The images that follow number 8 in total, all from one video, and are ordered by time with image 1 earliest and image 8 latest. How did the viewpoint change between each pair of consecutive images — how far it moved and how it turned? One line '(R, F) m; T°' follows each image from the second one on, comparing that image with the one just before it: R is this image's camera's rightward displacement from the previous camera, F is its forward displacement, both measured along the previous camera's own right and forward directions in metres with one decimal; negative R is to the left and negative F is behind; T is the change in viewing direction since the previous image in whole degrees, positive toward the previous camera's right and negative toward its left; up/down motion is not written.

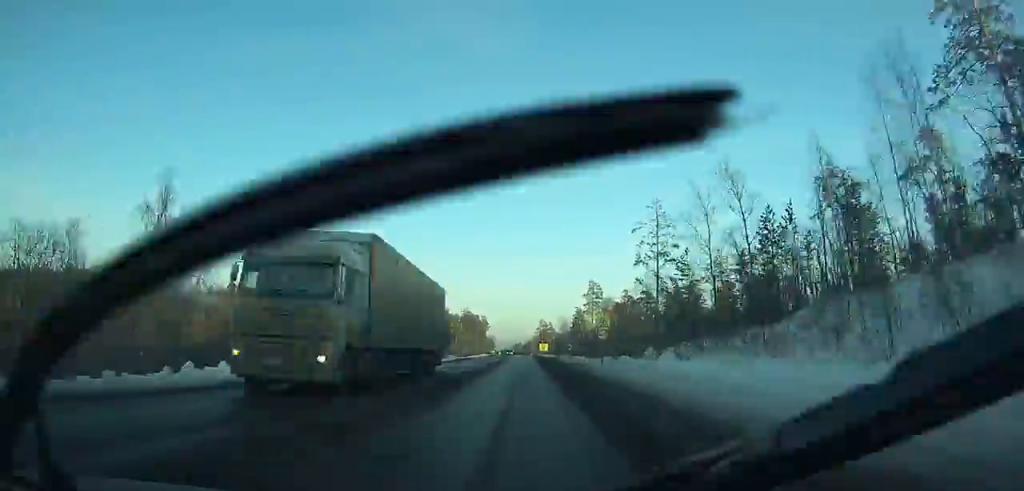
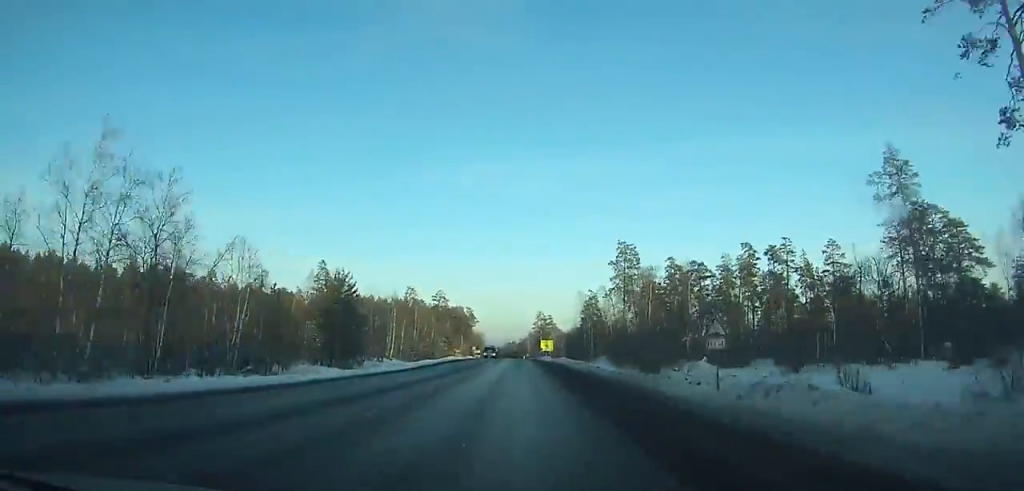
(+0.1, +67.8) m; 0°
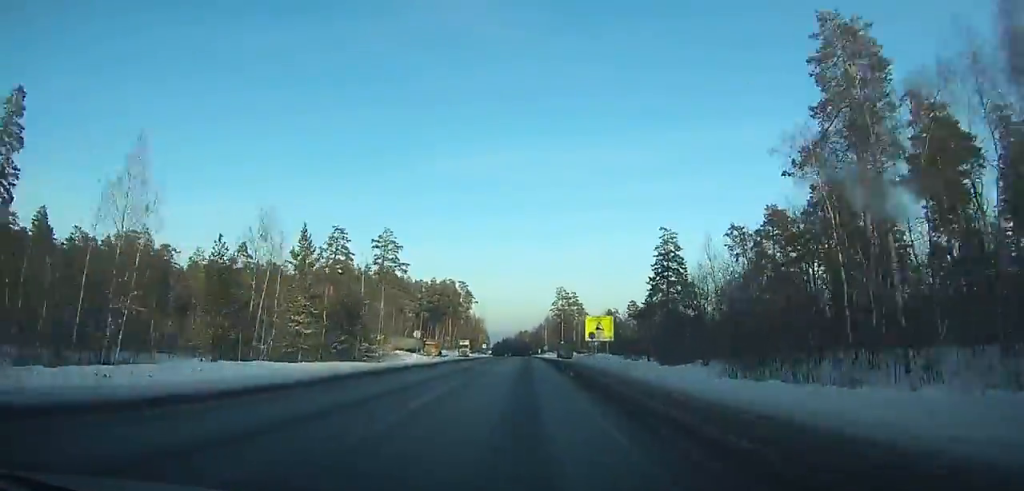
(-0.3, +86.9) m; -1°
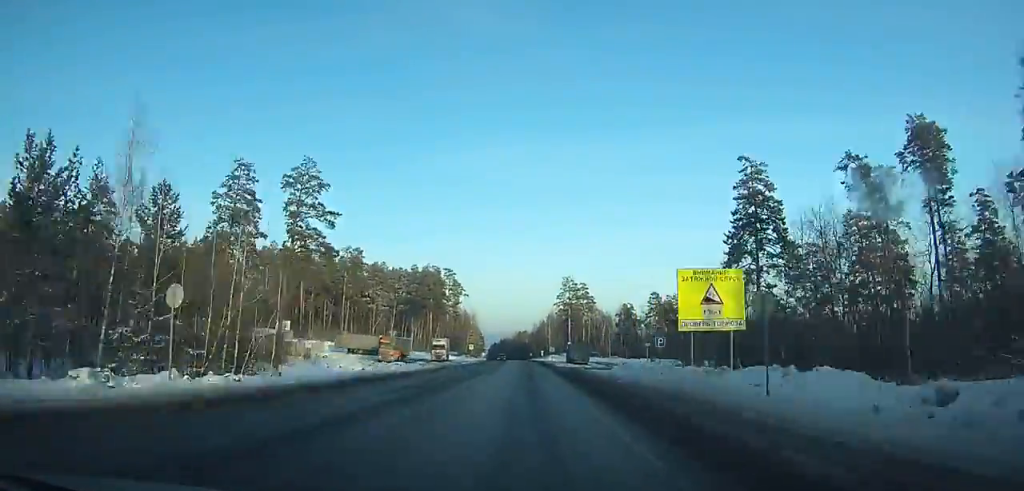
(-0.1, +39.7) m; 0°
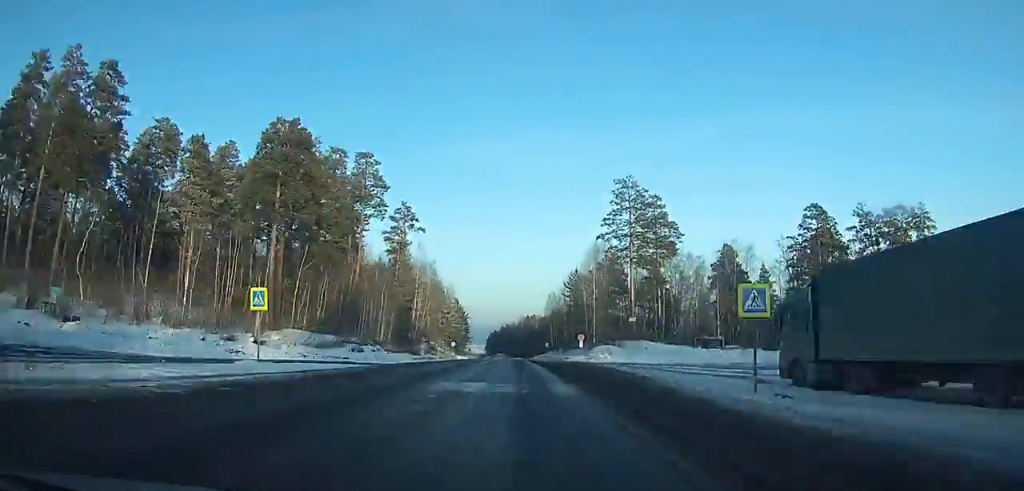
(-0.9, +103.1) m; -1°
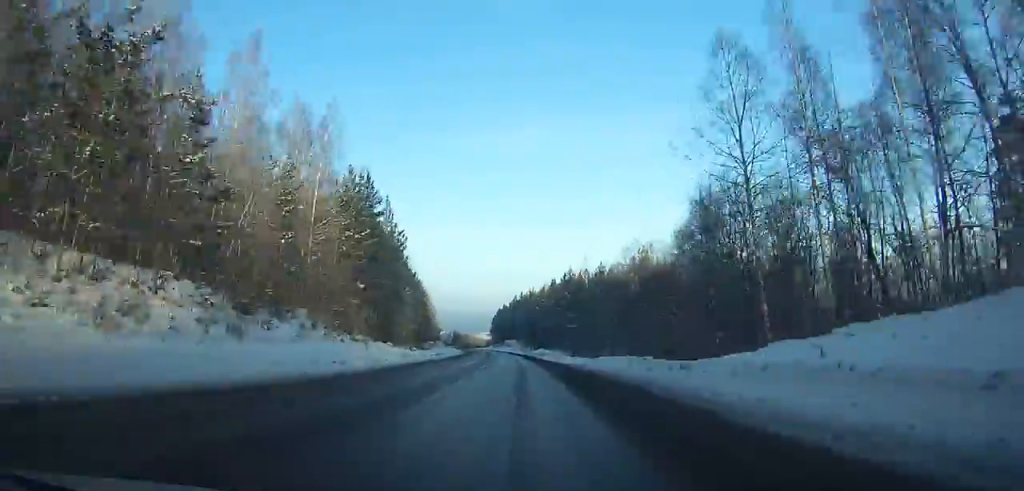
(-2.1, +121.7) m; -3°
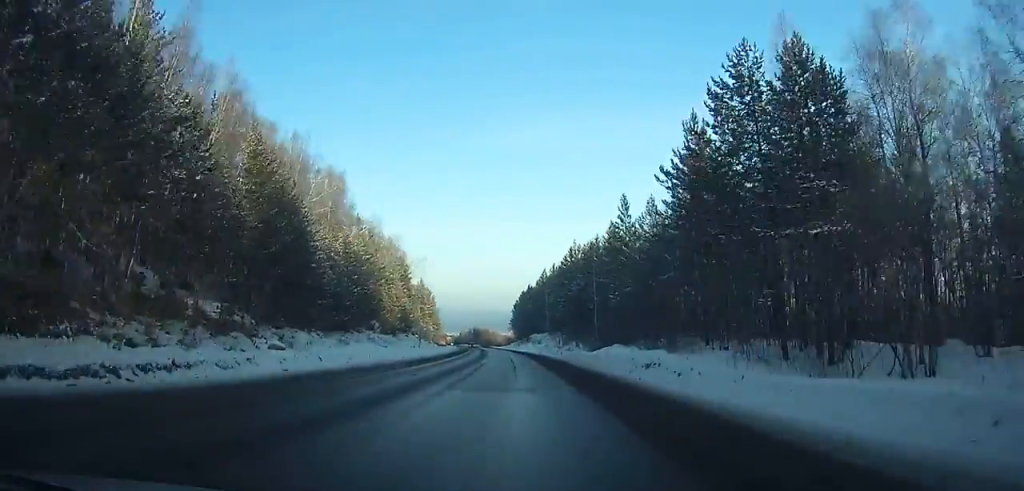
(-1.7, +71.8) m; -3°
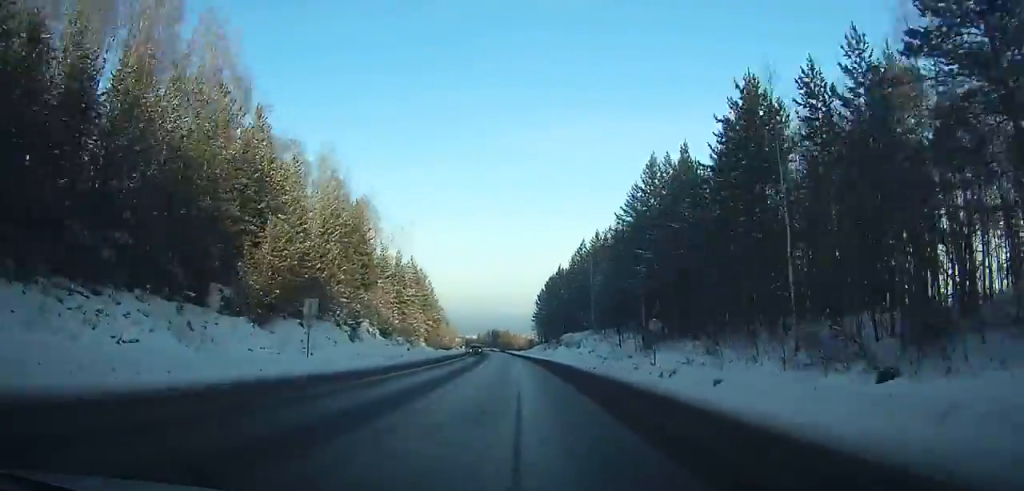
(-0.7, +48.1) m; -2°
